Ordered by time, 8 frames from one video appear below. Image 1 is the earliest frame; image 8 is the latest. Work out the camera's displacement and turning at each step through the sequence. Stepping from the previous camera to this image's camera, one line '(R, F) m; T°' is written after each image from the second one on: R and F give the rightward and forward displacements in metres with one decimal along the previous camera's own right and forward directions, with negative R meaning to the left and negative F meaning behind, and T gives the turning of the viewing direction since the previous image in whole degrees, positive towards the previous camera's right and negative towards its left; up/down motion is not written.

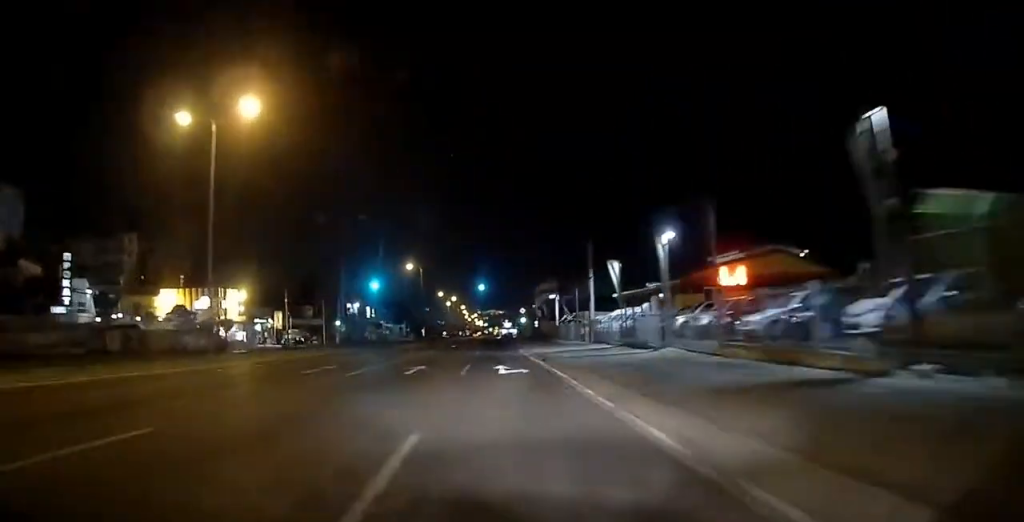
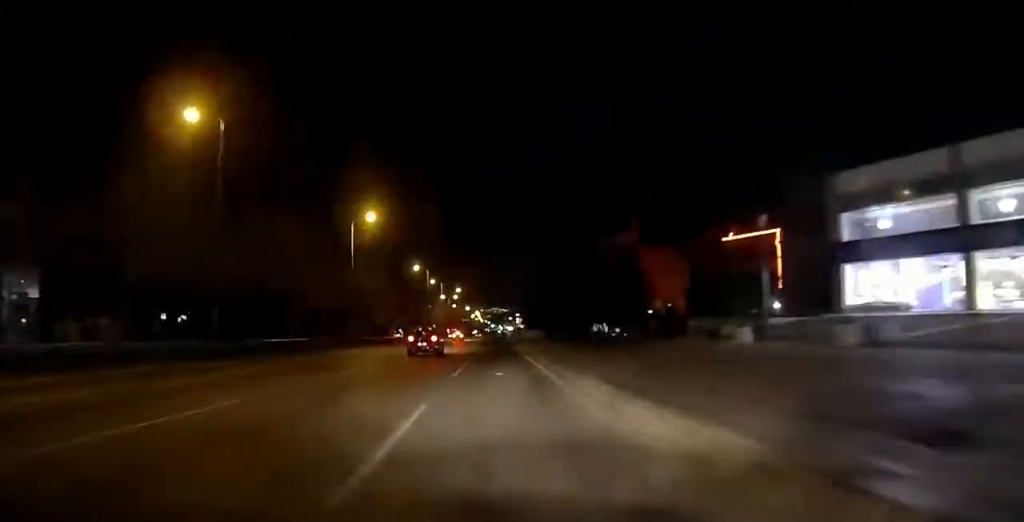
(-0.2, +224.6) m; 0°
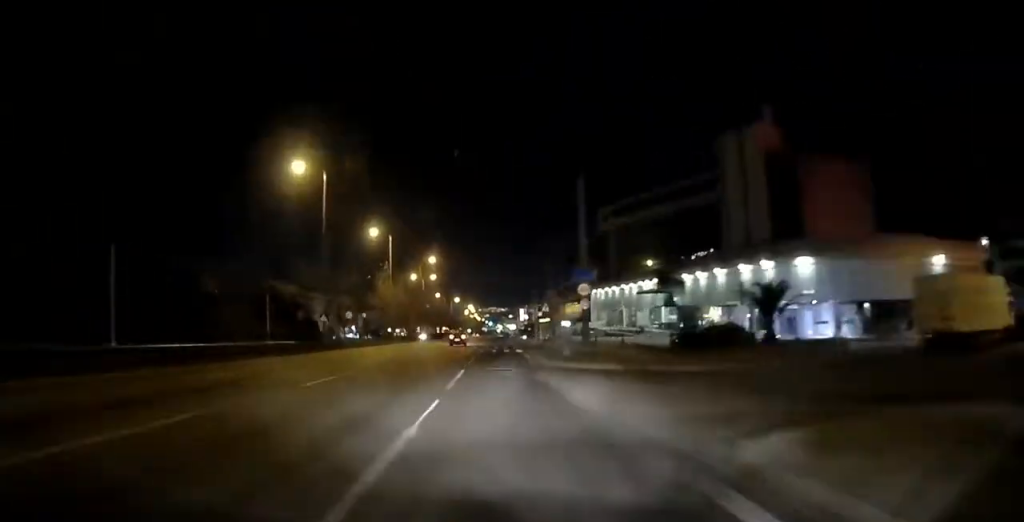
(+0.1, +76.0) m; 0°
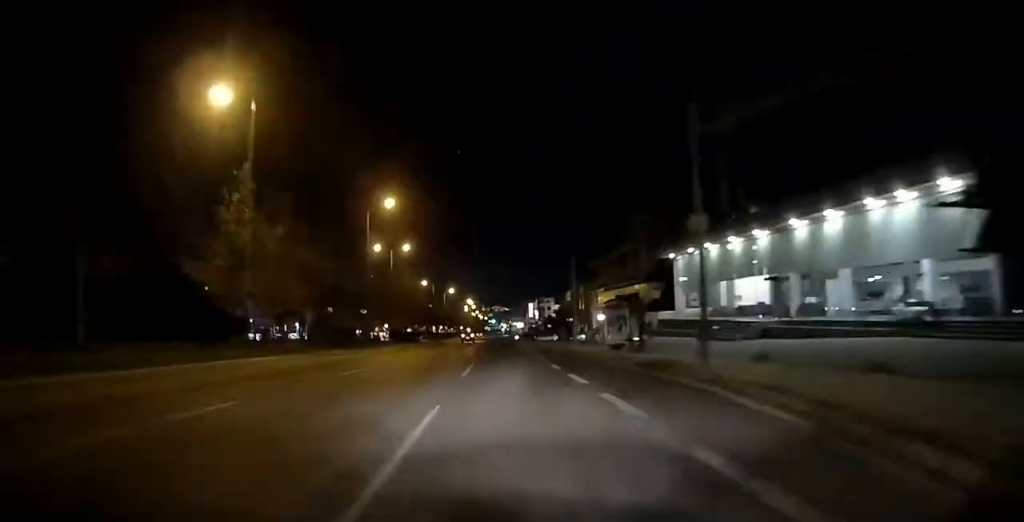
(0.0, +49.9) m; 0°
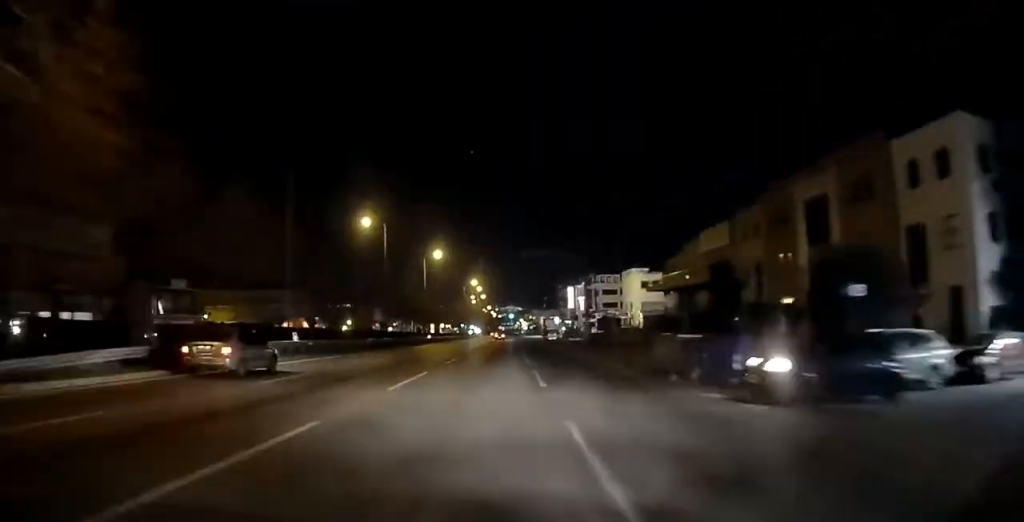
(-0.8, +91.0) m; 0°
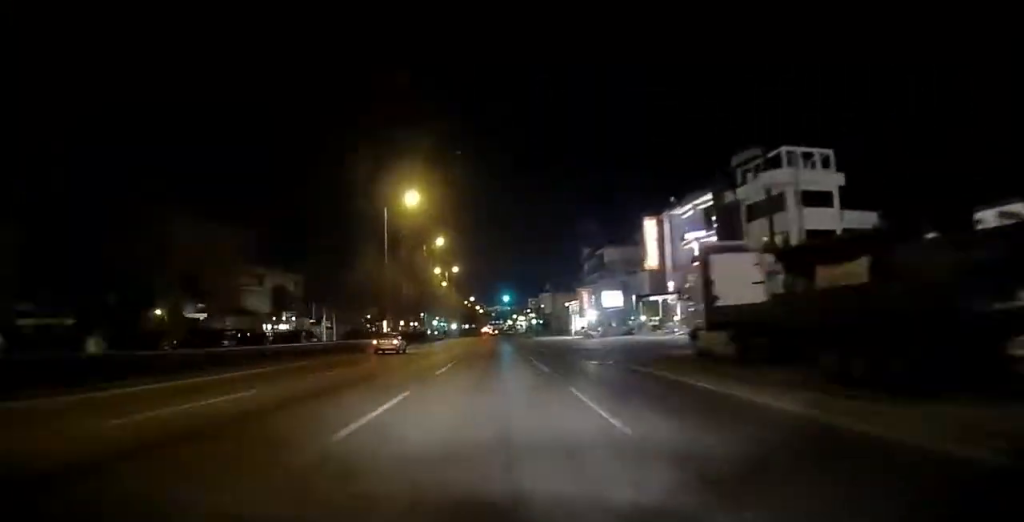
(+0.7, +93.0) m; +1°
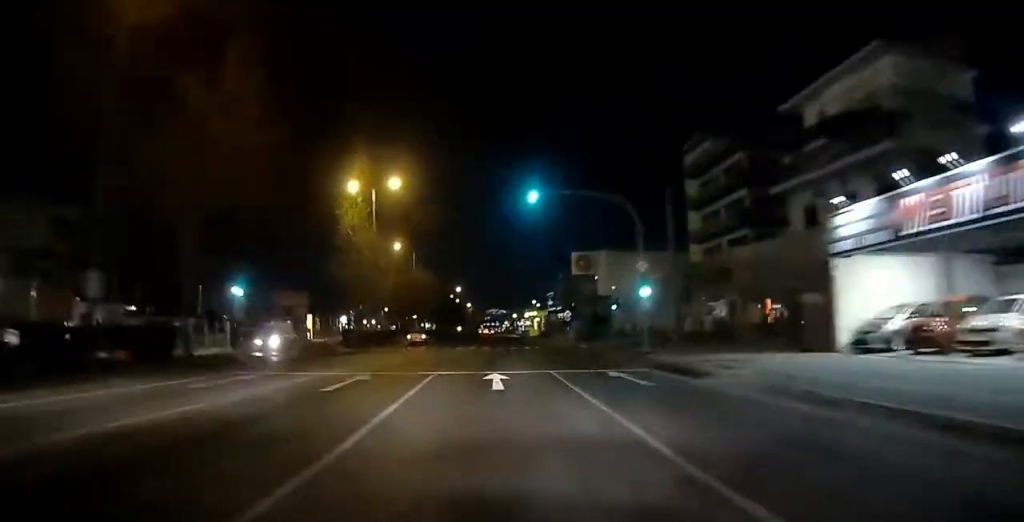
(+0.4, +73.6) m; 0°
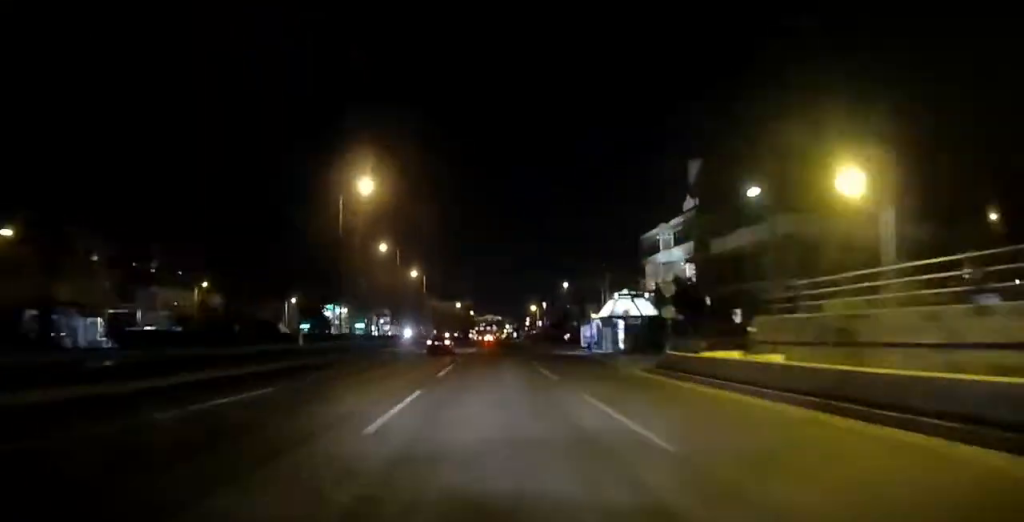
(+0.4, +140.8) m; 0°
